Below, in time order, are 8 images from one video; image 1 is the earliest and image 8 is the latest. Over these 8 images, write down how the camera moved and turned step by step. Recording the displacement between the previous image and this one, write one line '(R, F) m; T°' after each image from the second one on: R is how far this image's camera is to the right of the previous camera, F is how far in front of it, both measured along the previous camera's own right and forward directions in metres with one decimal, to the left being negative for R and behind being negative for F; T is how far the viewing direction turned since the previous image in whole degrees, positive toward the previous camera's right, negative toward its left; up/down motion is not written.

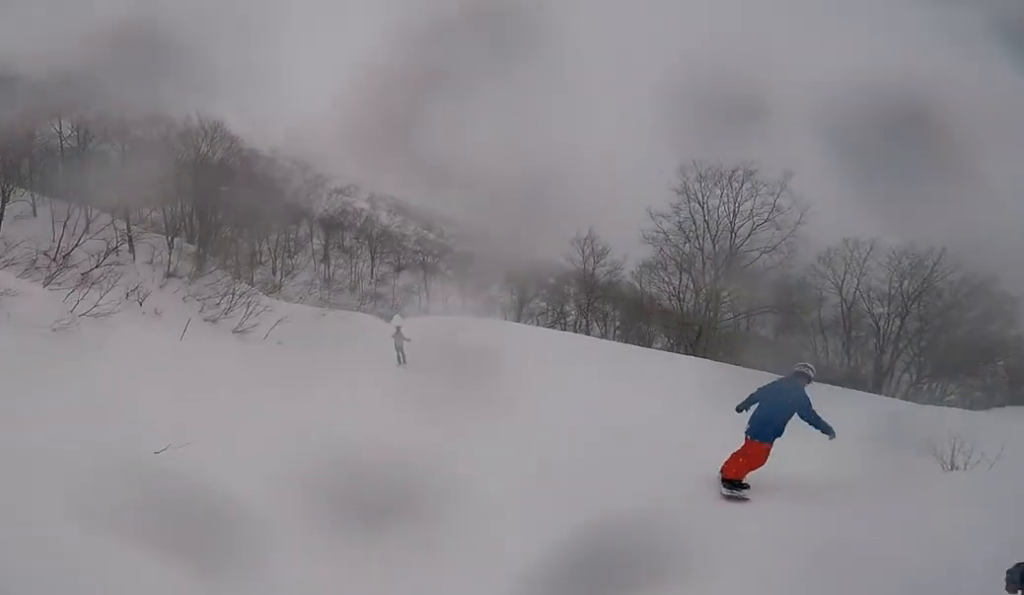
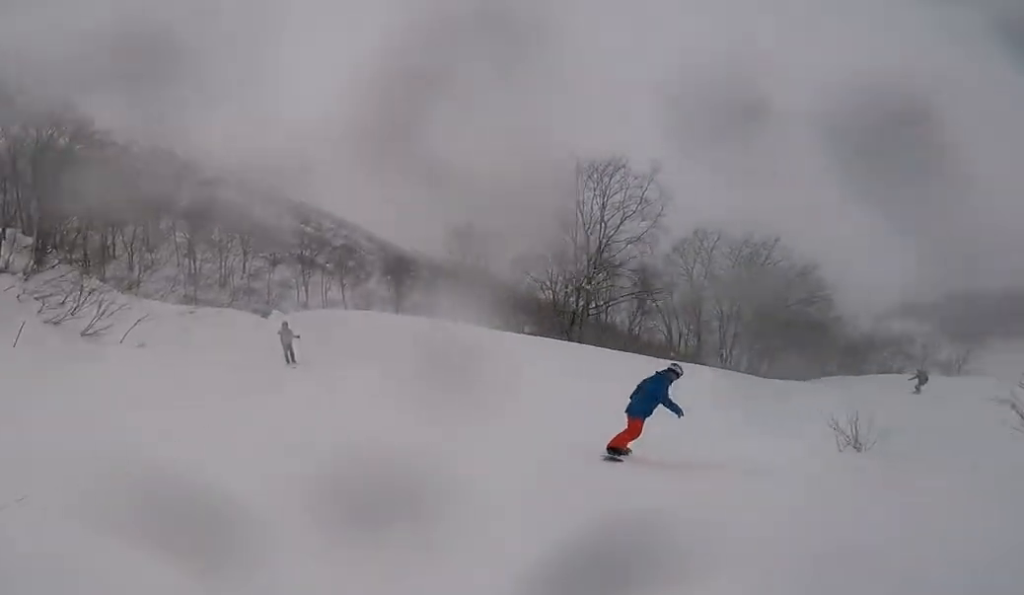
(+0.1, +1.7) m; +17°
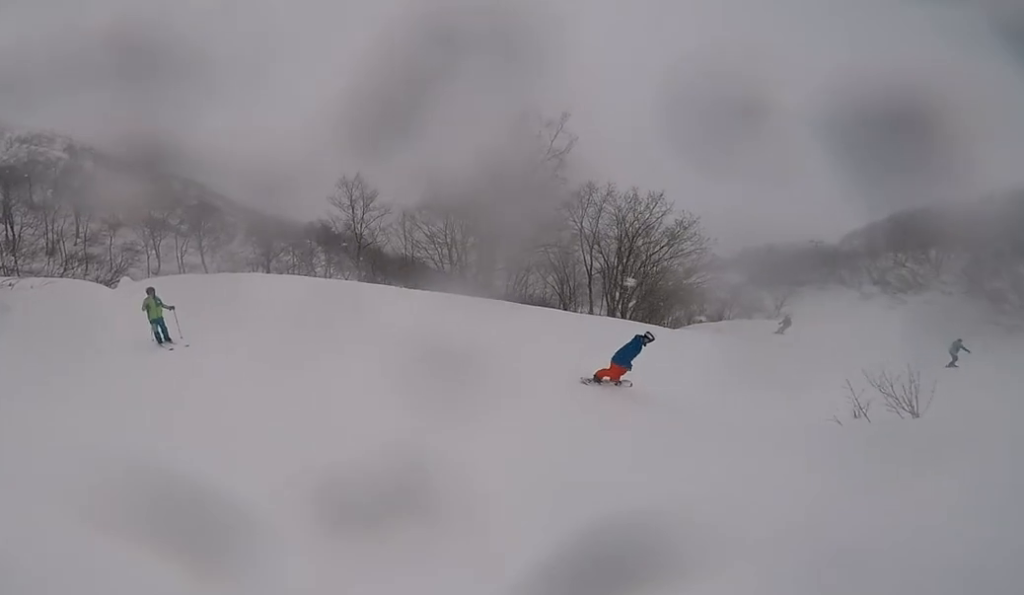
(+1.2, +3.6) m; +22°
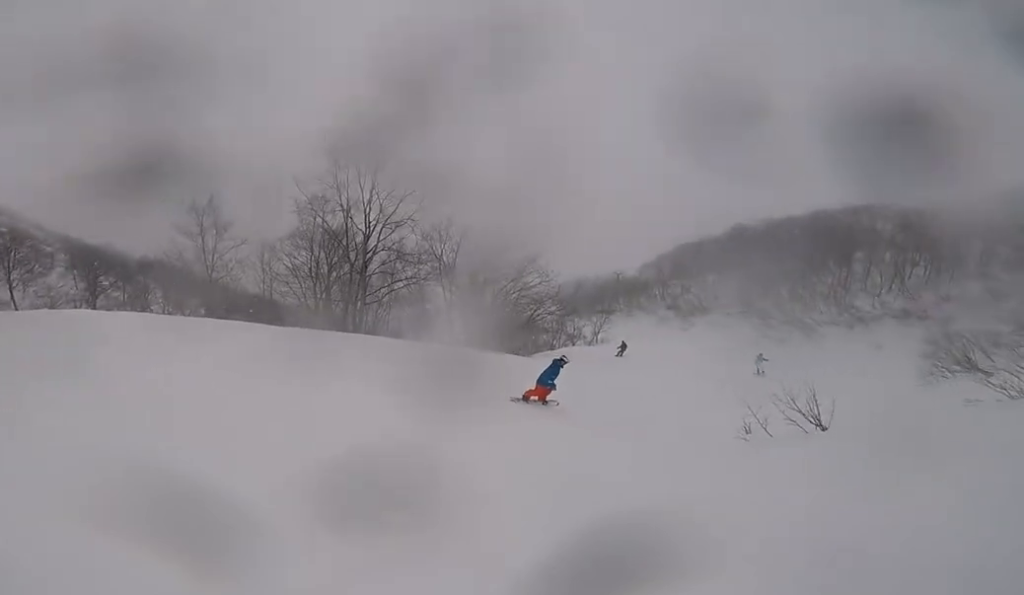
(+0.1, +2.0) m; +8°
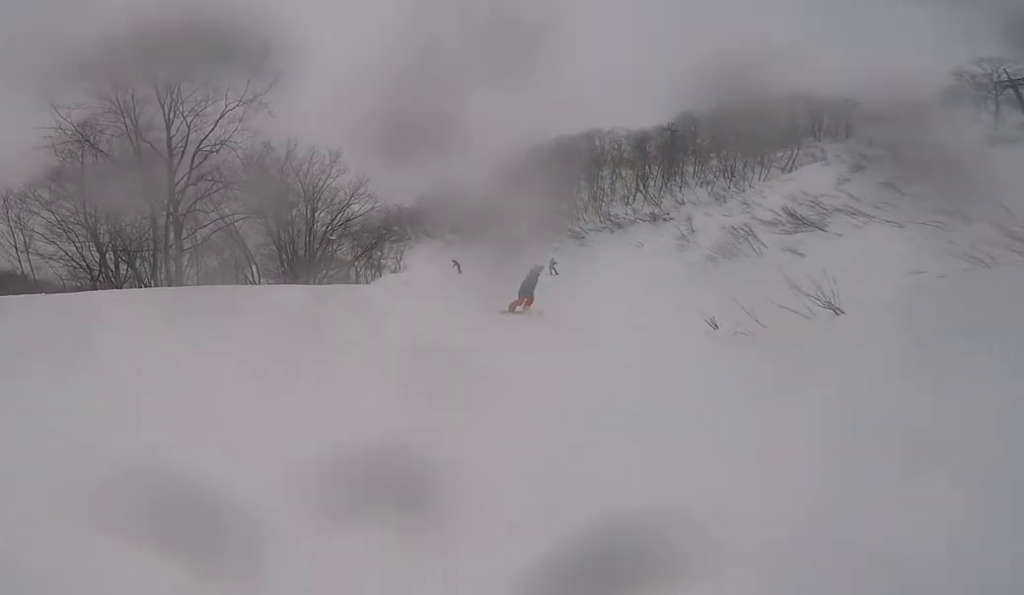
(+0.2, +4.0) m; +16°
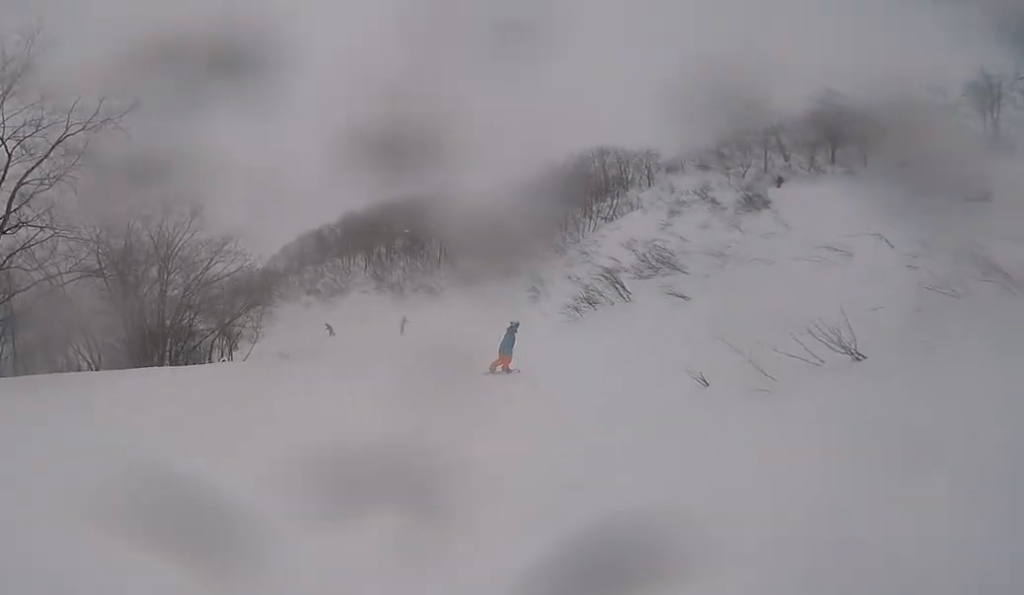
(+0.6, +3.2) m; +17°
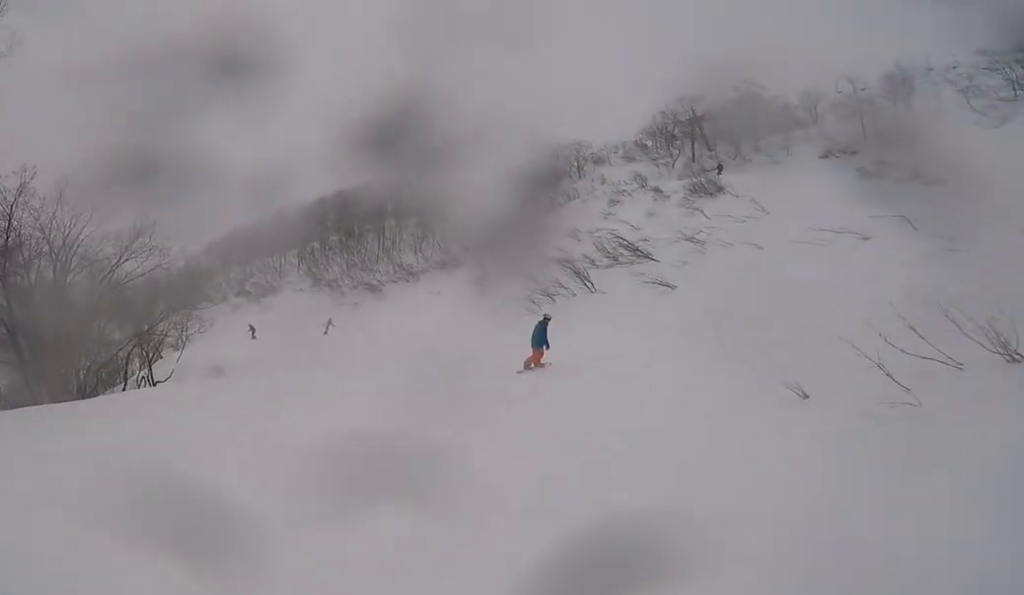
(+0.4, +3.4) m; +25°
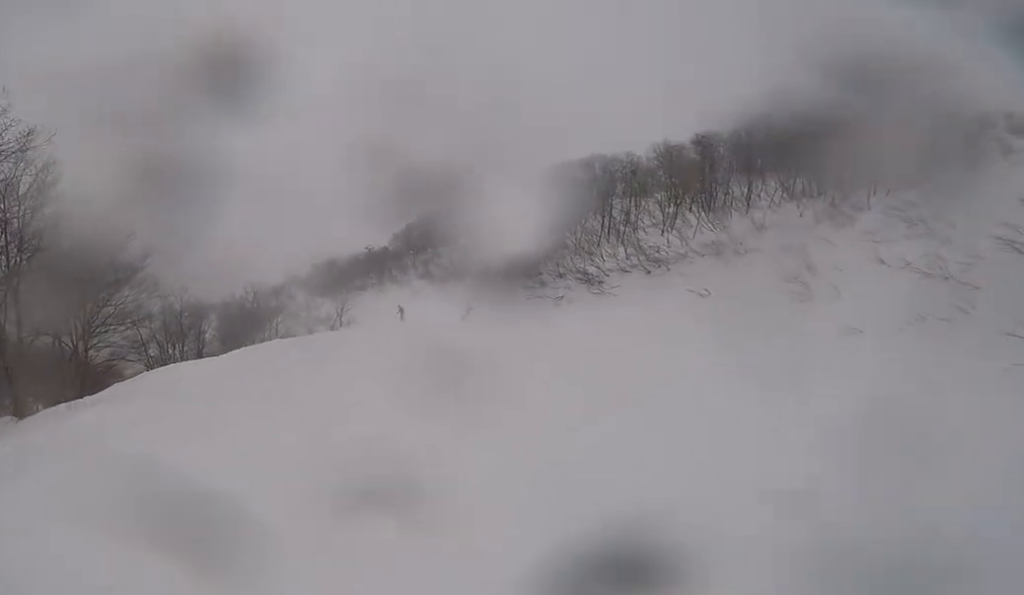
(+7.4, +15.4) m; +15°
